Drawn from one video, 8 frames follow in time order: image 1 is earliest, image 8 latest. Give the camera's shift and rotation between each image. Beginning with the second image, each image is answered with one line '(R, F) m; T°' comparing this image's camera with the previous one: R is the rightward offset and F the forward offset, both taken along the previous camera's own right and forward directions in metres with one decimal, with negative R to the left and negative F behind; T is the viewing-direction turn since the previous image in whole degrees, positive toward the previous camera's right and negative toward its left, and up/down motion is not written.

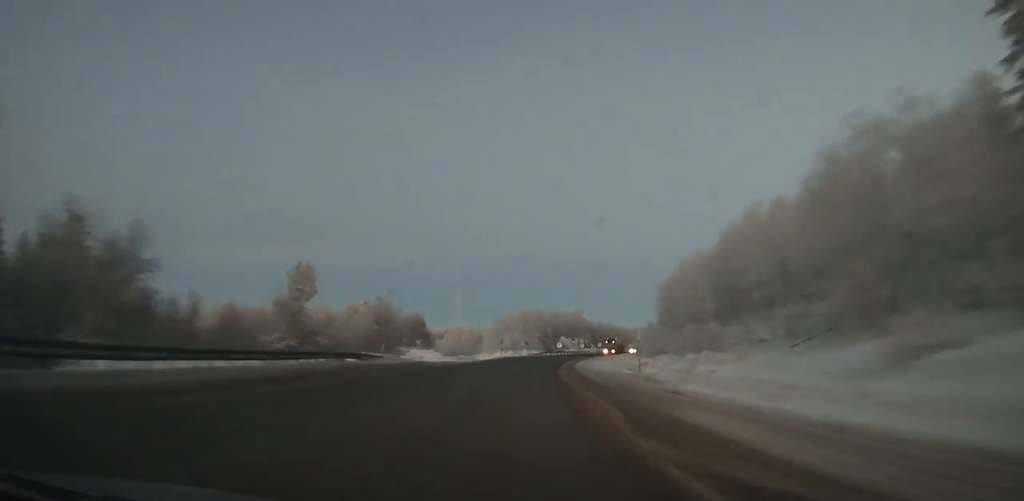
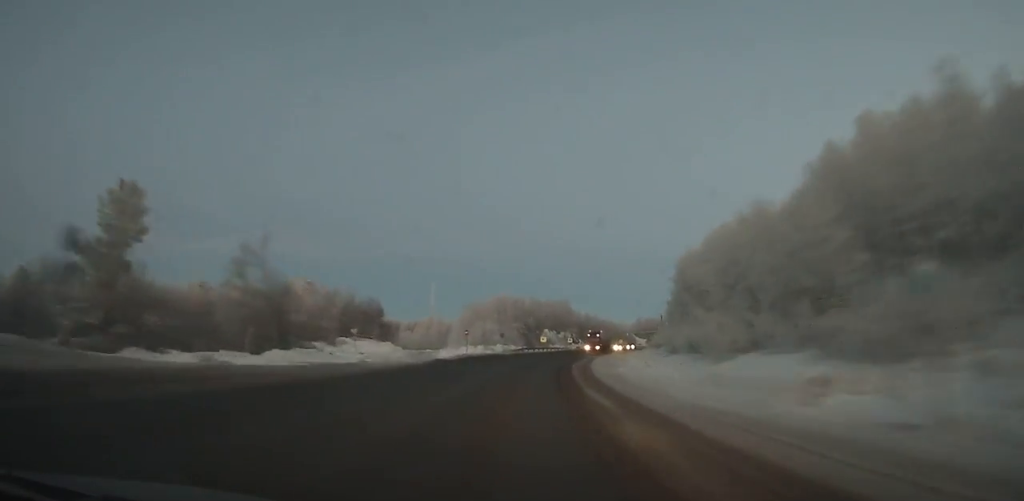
(+0.5, +27.6) m; +3°
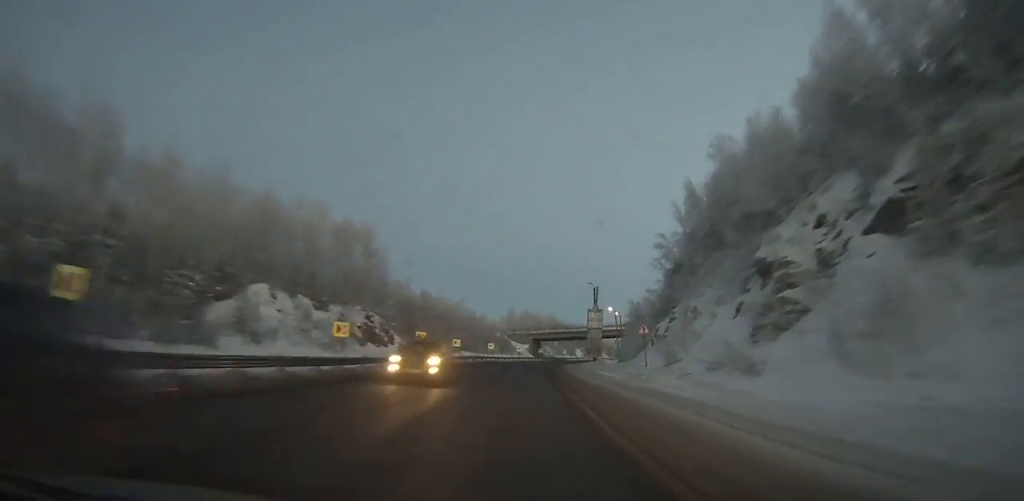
(+10.7, +96.5) m; +13°
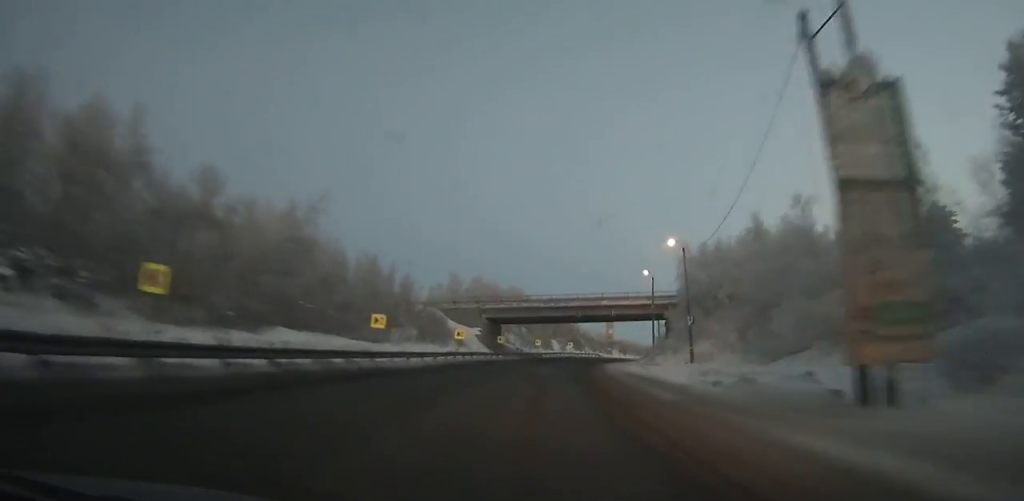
(+4.1, +55.6) m; +9°
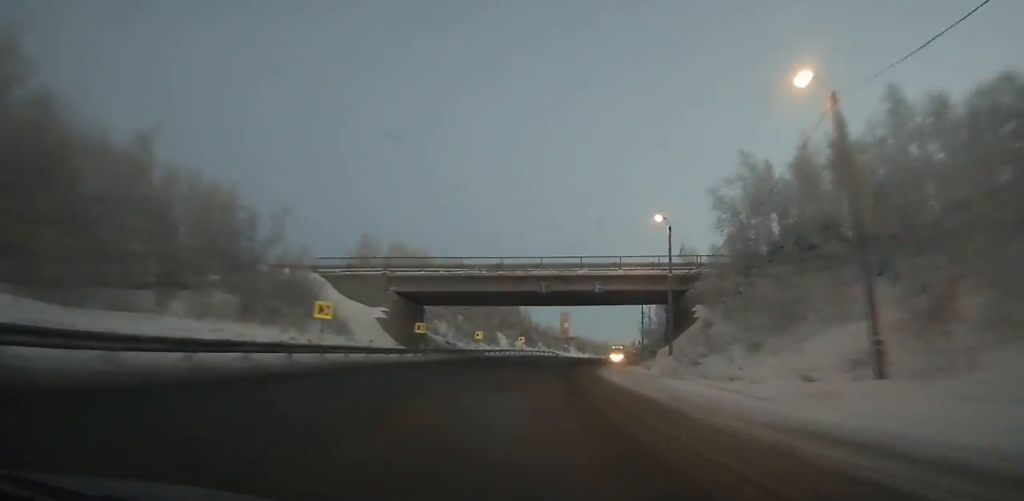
(+0.7, +24.8) m; +4°
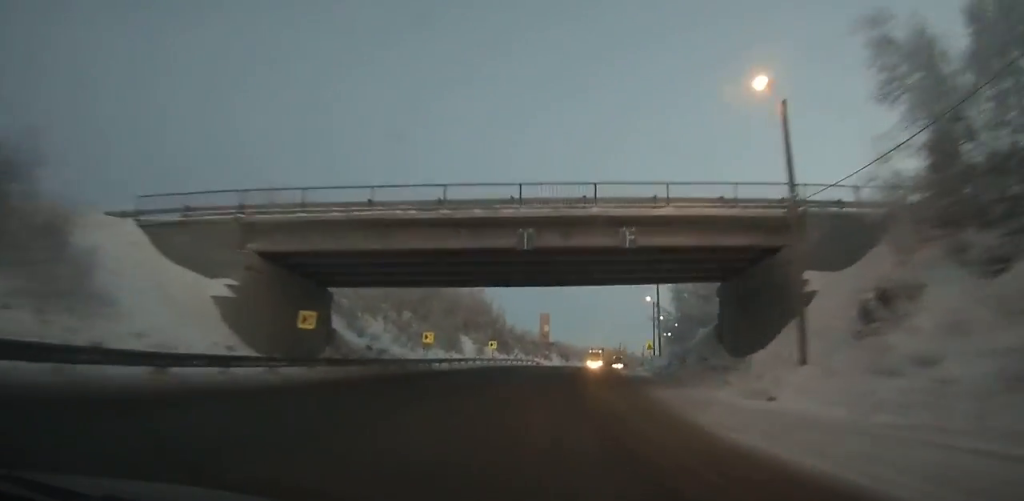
(+0.9, +19.6) m; +3°
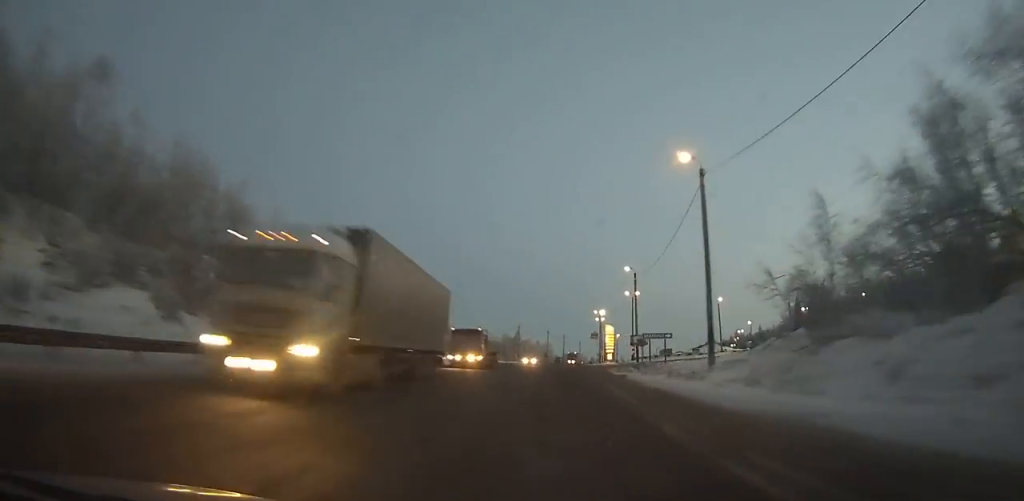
(+4.9, +62.4) m; +8°
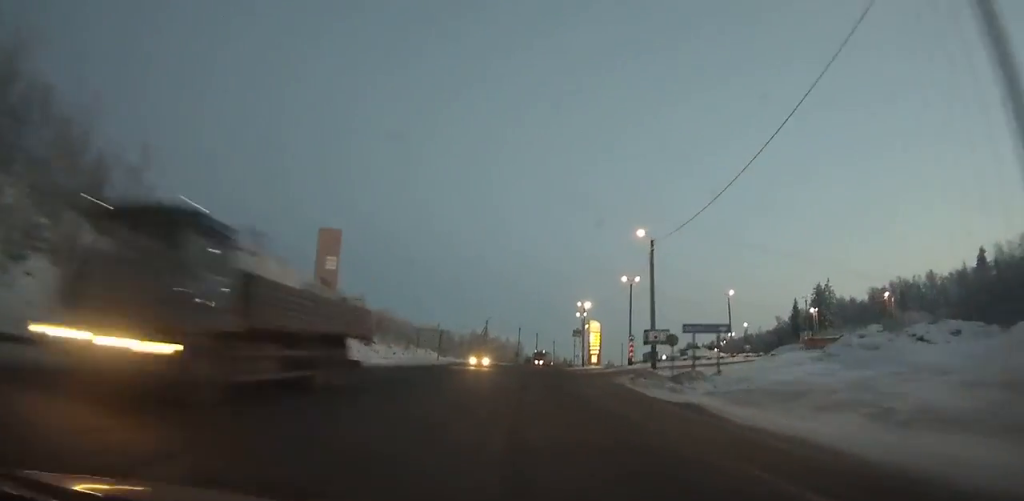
(+0.2, +20.4) m; +2°
